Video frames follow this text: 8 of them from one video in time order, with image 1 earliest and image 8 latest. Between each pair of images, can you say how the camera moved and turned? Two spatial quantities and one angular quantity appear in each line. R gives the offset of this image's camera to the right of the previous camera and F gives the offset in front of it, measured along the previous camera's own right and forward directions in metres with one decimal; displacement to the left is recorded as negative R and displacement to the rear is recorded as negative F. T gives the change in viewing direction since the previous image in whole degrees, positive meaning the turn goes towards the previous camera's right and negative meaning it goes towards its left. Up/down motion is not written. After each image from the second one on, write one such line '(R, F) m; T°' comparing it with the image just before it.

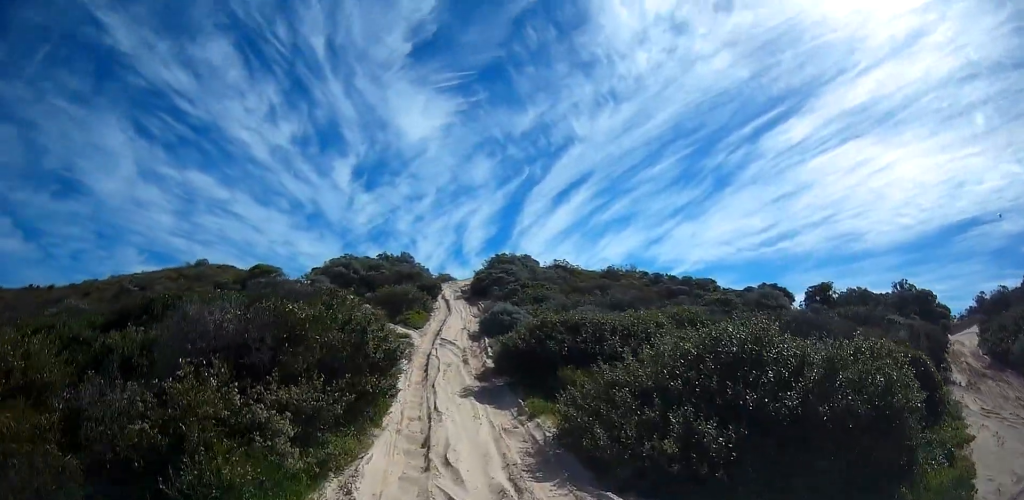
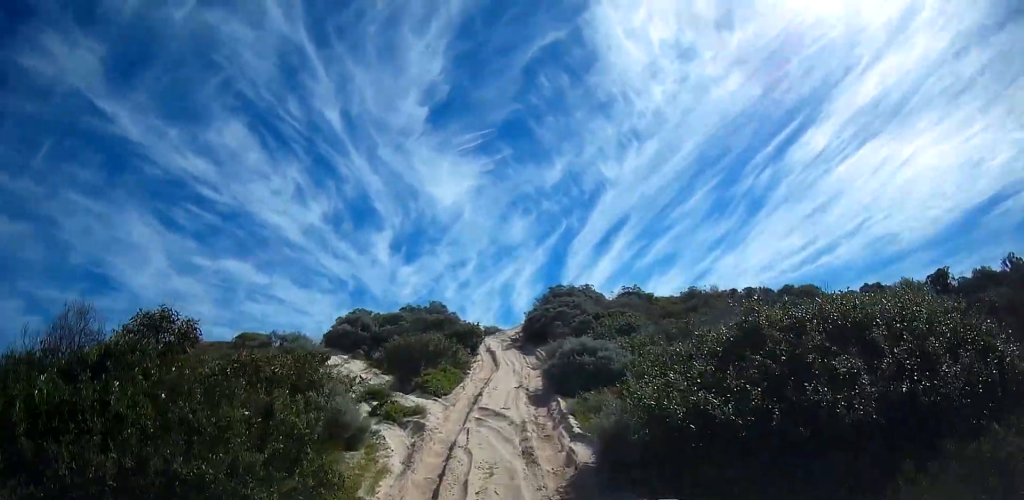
(+0.1, +9.0) m; -4°
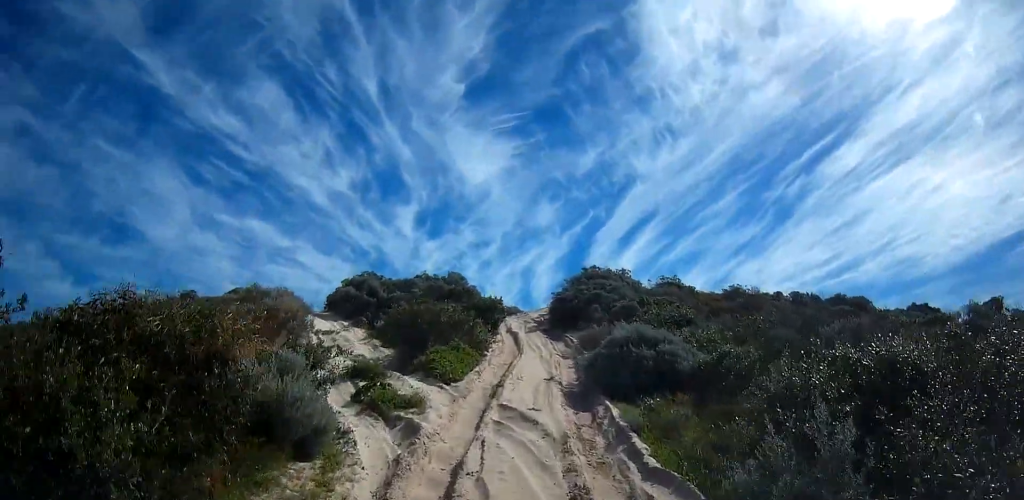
(-0.4, +3.0) m; -1°
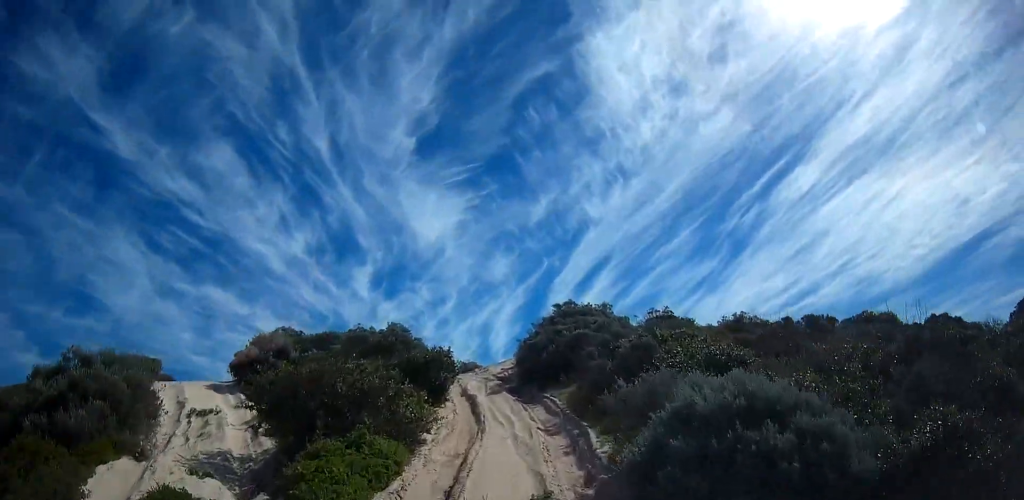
(+0.1, +6.0) m; +4°
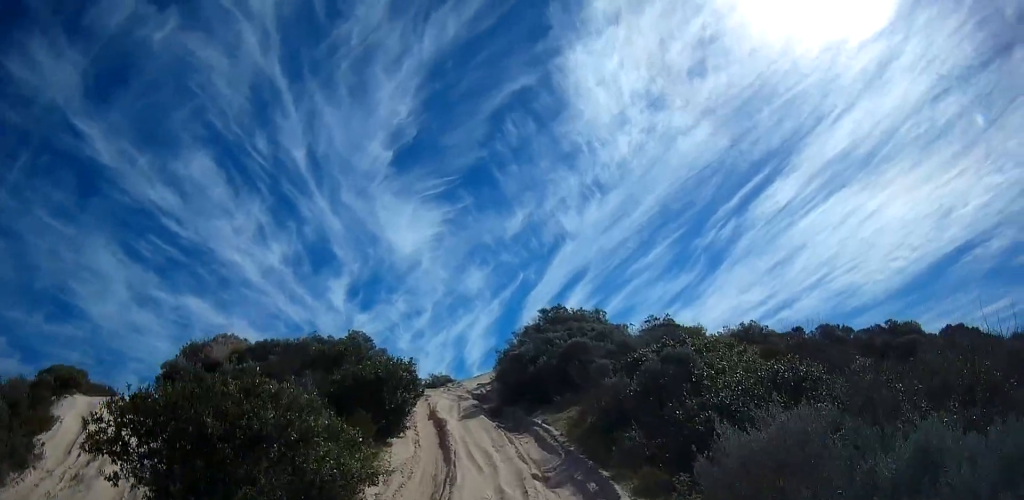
(+0.1, +3.4) m; +4°
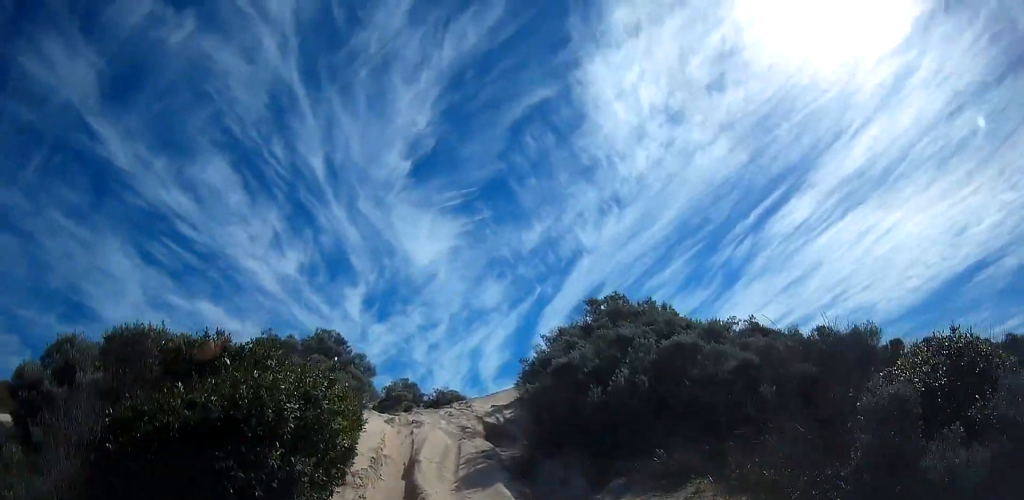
(+0.2, +6.4) m; -1°
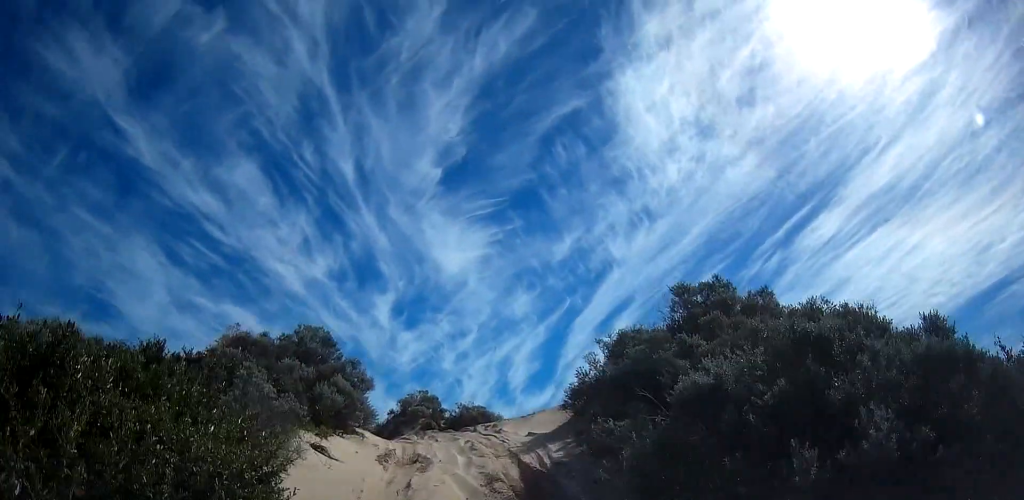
(-0.1, +4.0) m; -5°
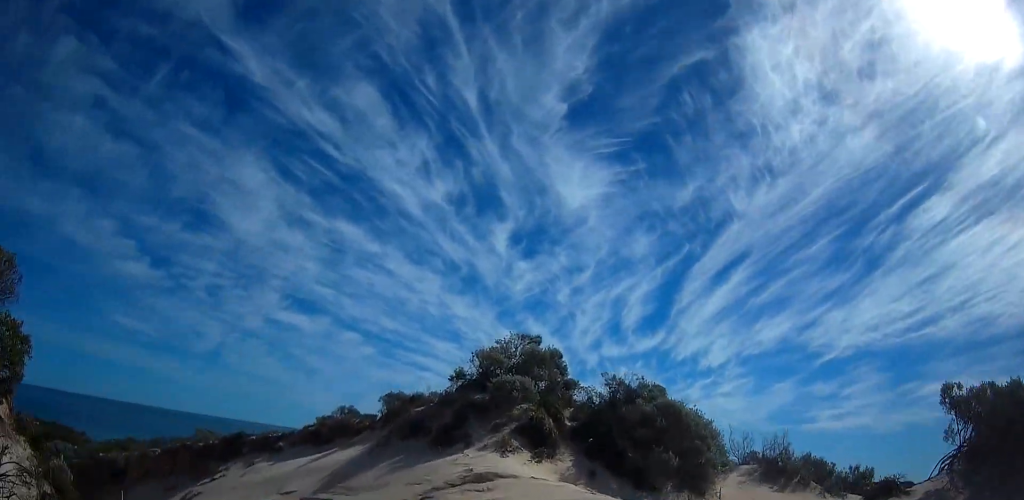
(-2.1, +14.3) m; -12°
